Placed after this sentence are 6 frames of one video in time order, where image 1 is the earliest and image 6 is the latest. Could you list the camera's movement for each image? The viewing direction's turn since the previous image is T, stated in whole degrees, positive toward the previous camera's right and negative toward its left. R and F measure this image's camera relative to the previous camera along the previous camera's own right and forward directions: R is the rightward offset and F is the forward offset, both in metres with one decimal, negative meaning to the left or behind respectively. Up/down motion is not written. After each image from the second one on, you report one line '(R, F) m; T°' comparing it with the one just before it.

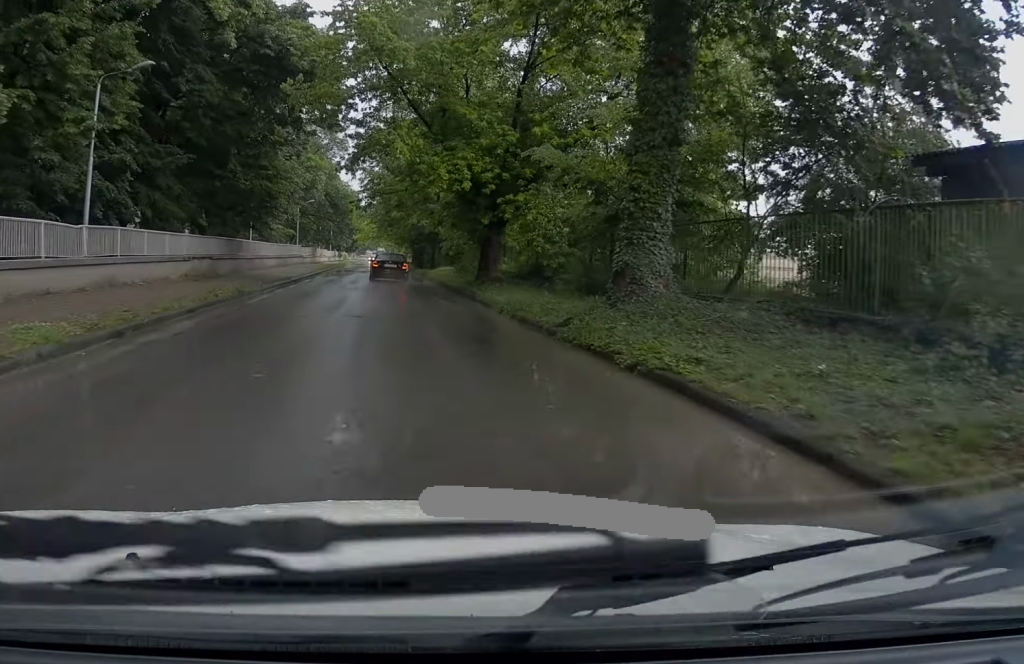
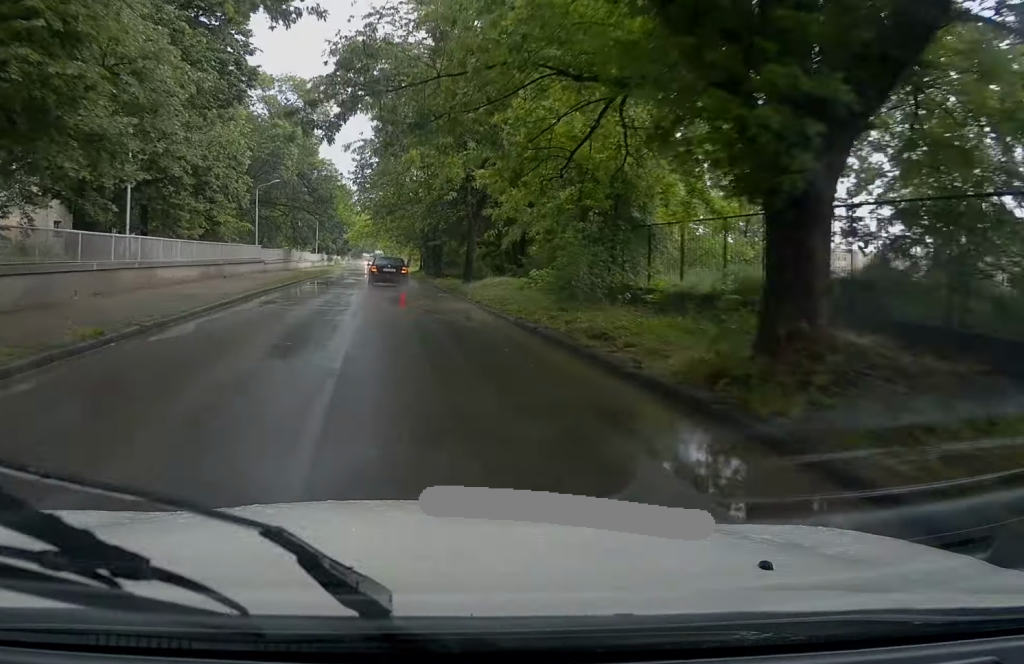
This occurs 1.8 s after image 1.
(+0.2, +22.5) m; +2°
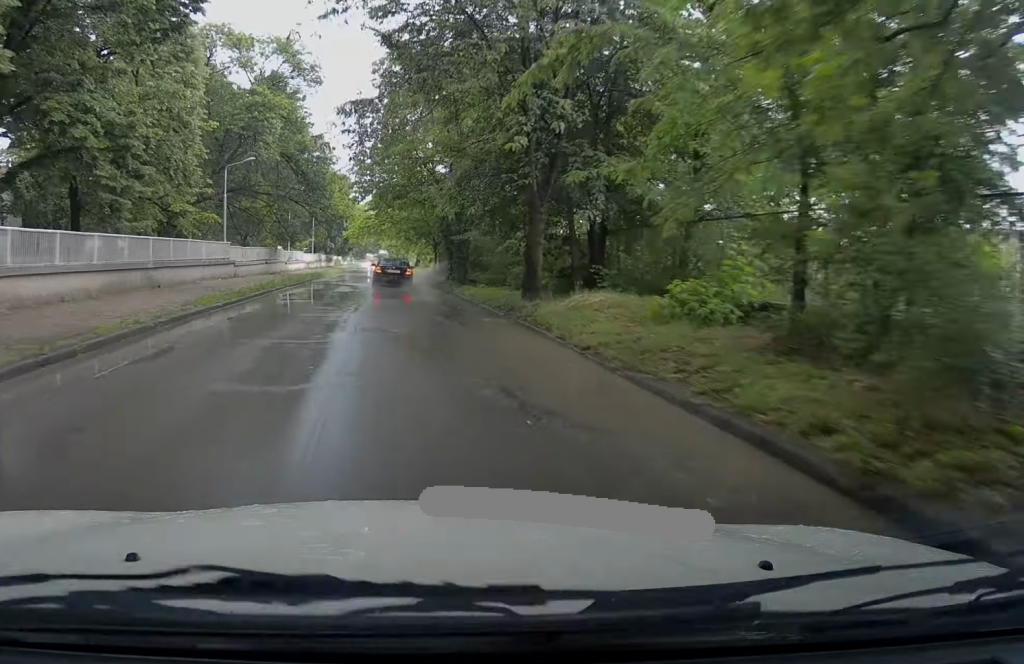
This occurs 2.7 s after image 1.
(0.0, +11.6) m; -2°
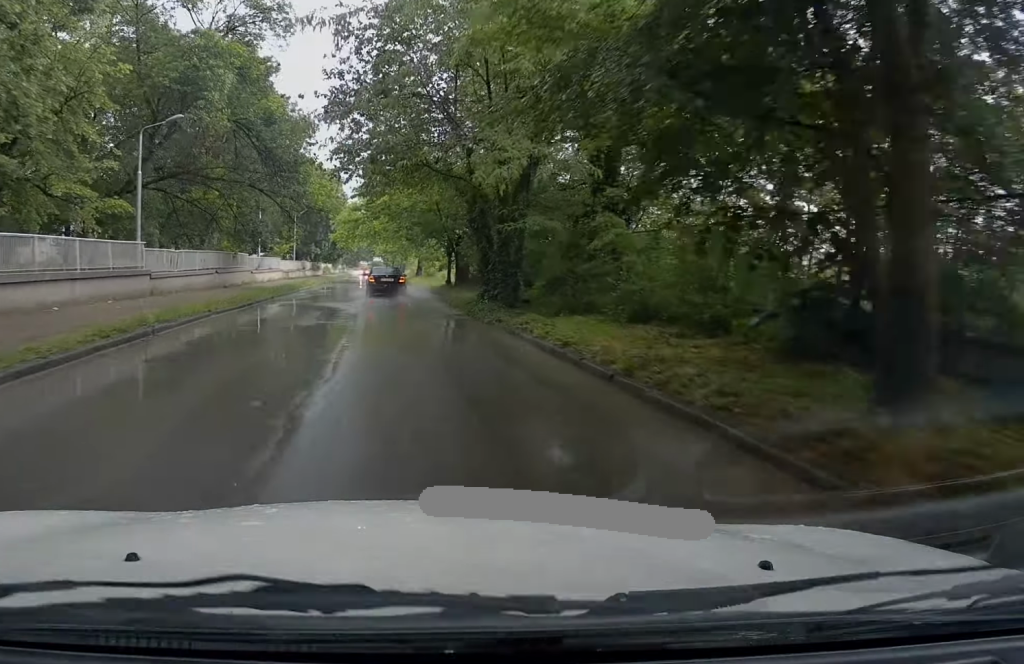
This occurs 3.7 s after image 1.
(-0.4, +13.4) m; 0°
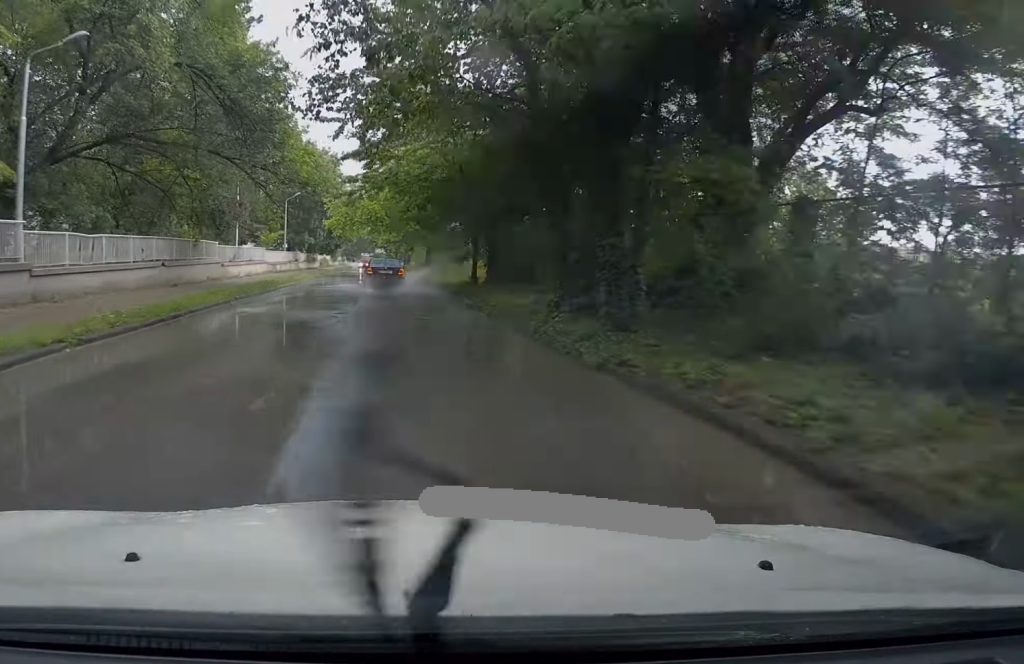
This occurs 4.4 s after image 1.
(+0.3, +9.0) m; 0°
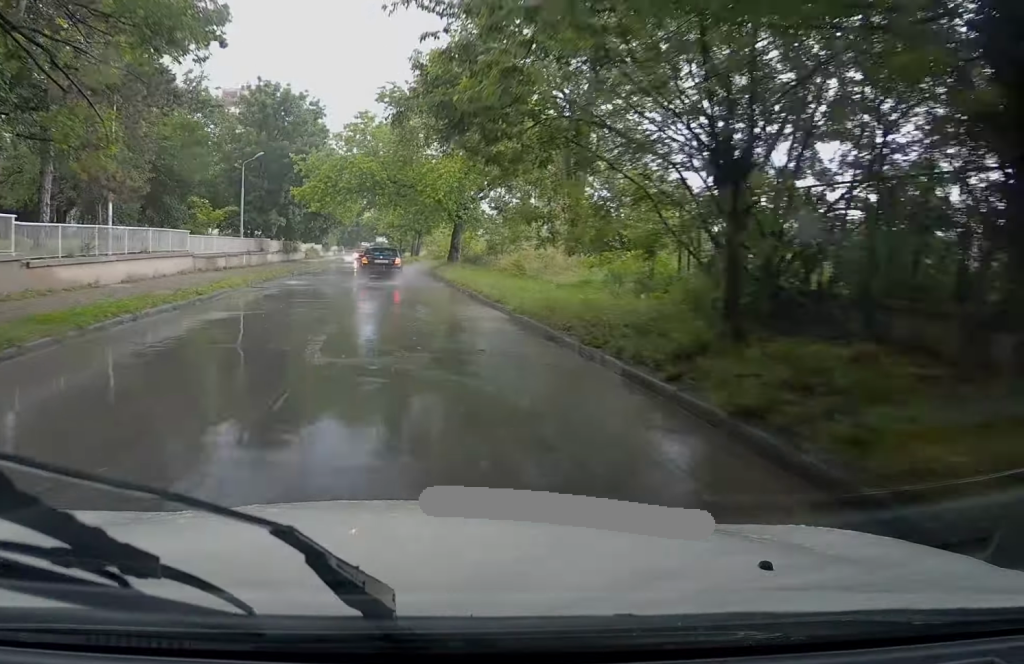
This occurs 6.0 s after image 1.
(-0.1, +20.3) m; 0°
